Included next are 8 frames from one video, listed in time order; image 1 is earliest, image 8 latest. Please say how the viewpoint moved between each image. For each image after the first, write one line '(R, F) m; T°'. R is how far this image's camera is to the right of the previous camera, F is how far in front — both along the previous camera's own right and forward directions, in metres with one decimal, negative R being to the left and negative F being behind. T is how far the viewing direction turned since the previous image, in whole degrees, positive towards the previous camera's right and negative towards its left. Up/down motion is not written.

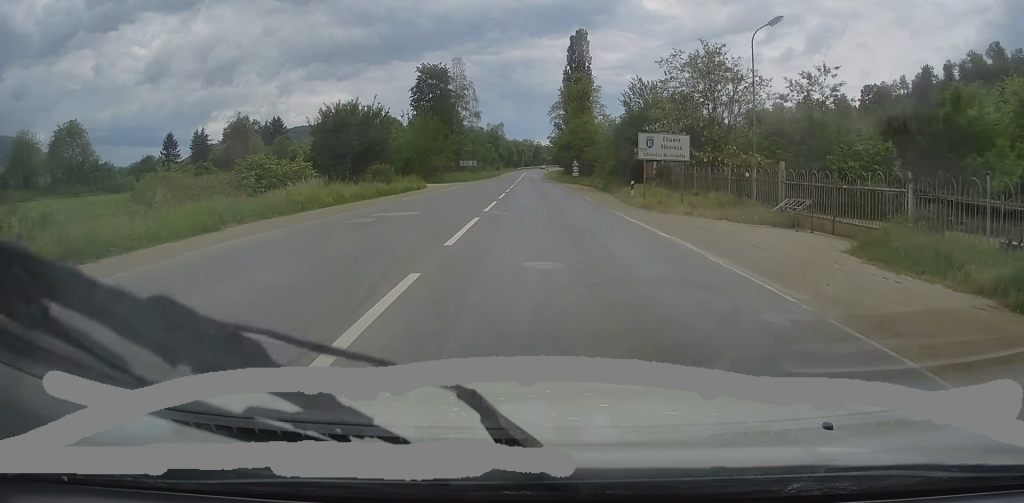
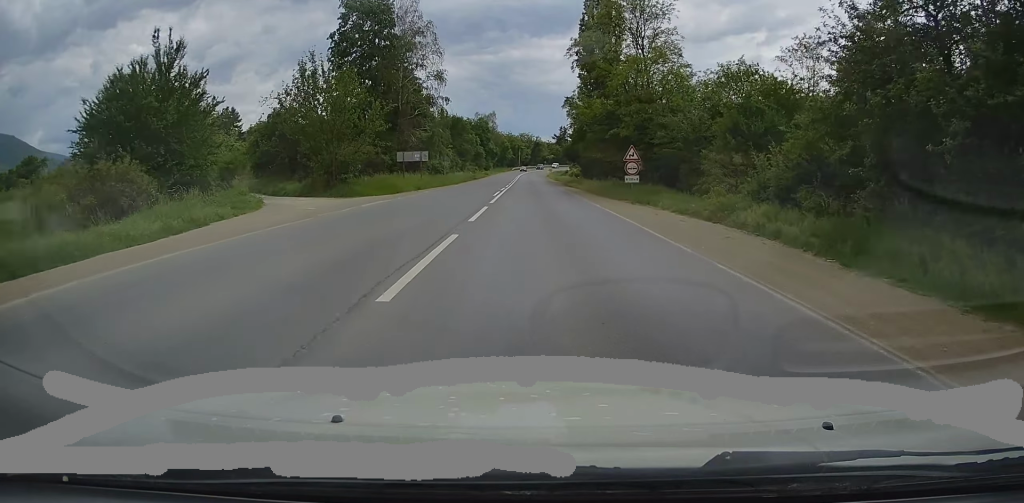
(-0.5, +39.7) m; 0°
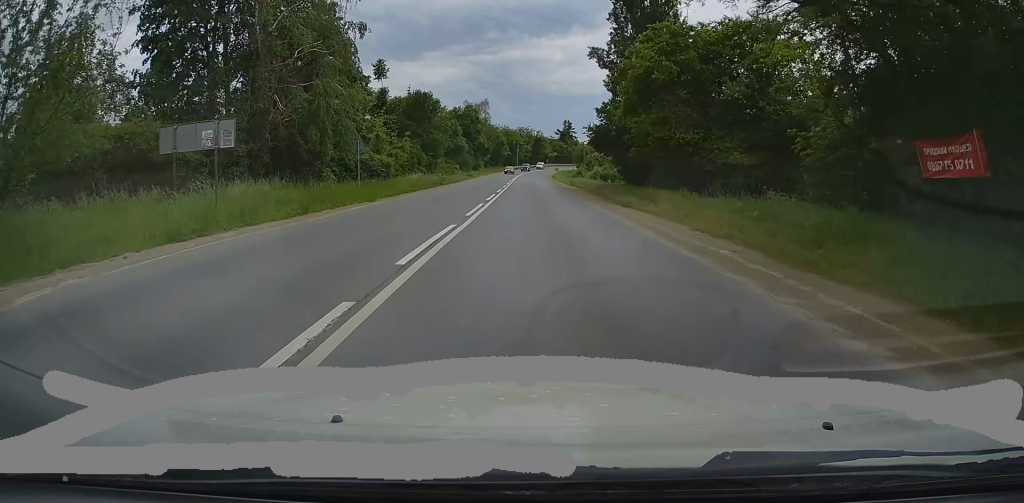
(+0.4, +30.5) m; 0°
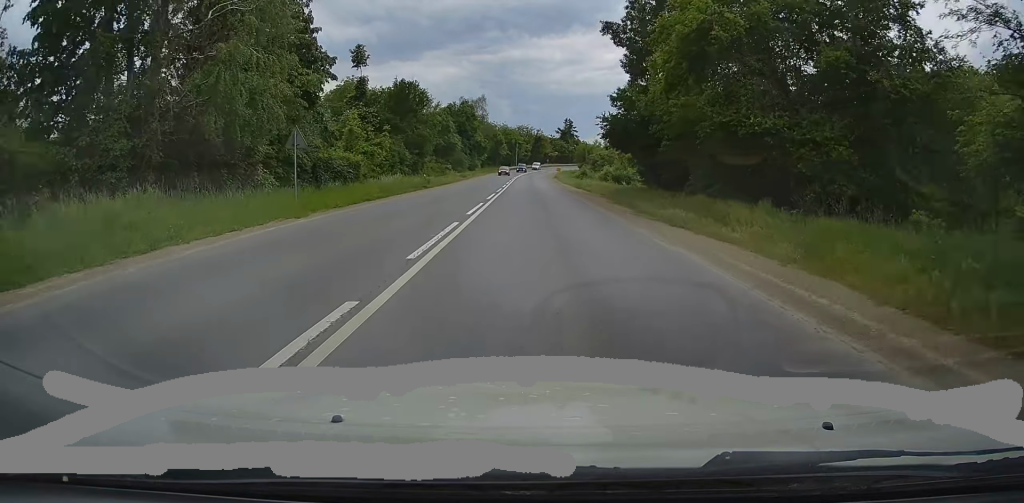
(-0.2, +8.1) m; 0°
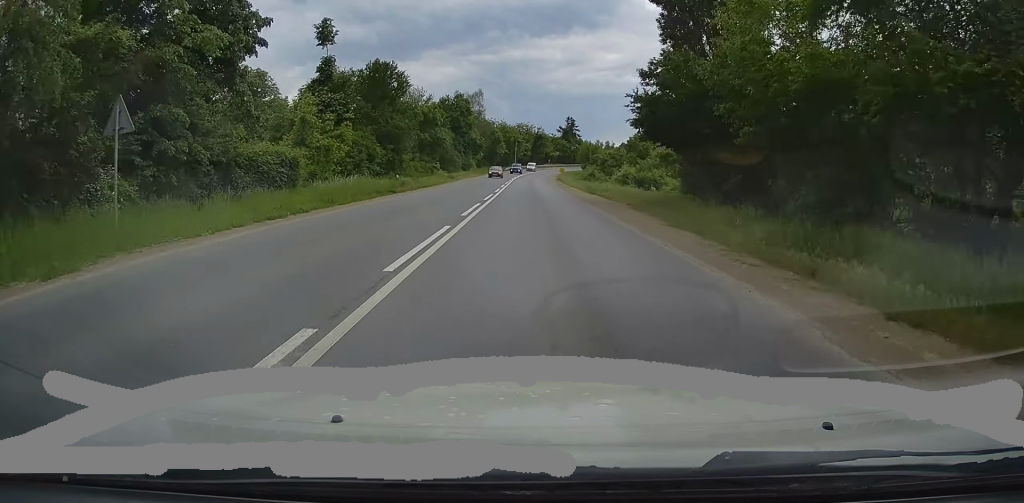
(-0.2, +10.0) m; 0°
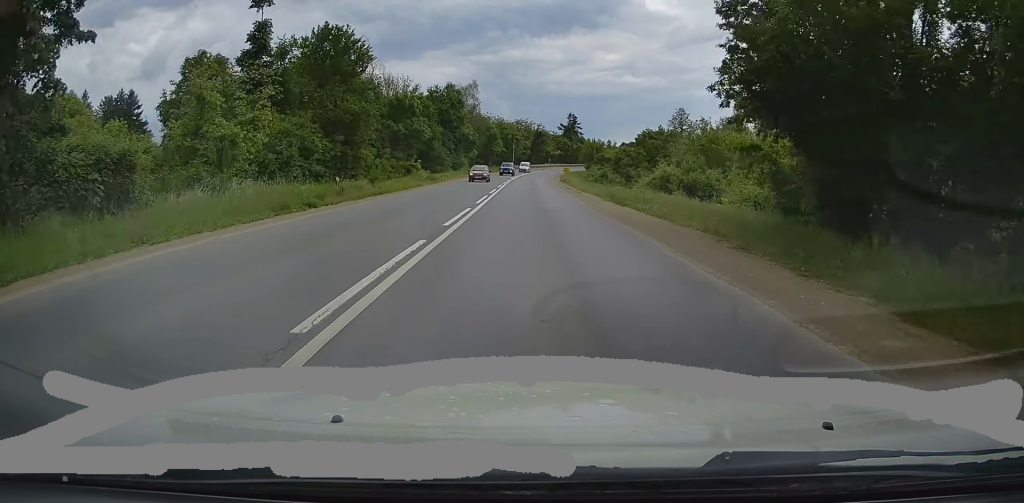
(+0.2, +12.0) m; 0°
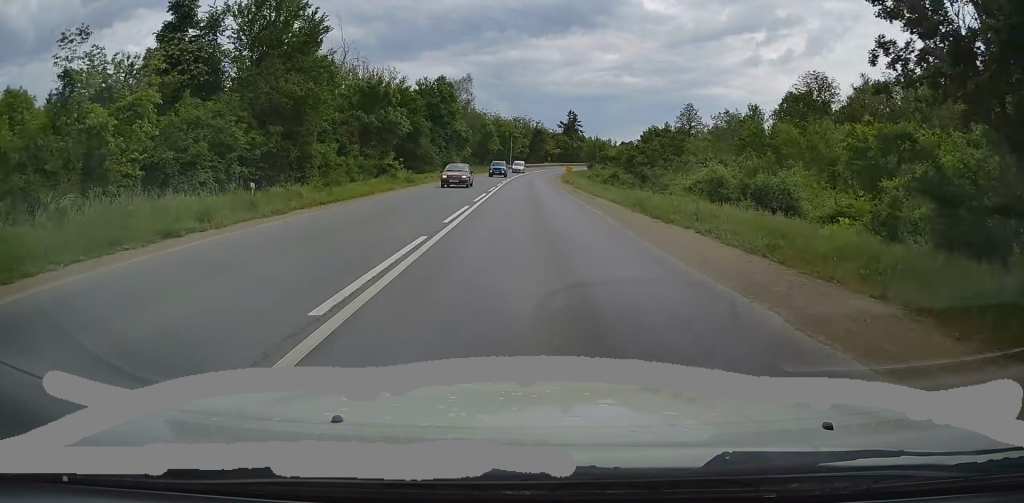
(+0.1, +8.3) m; 0°
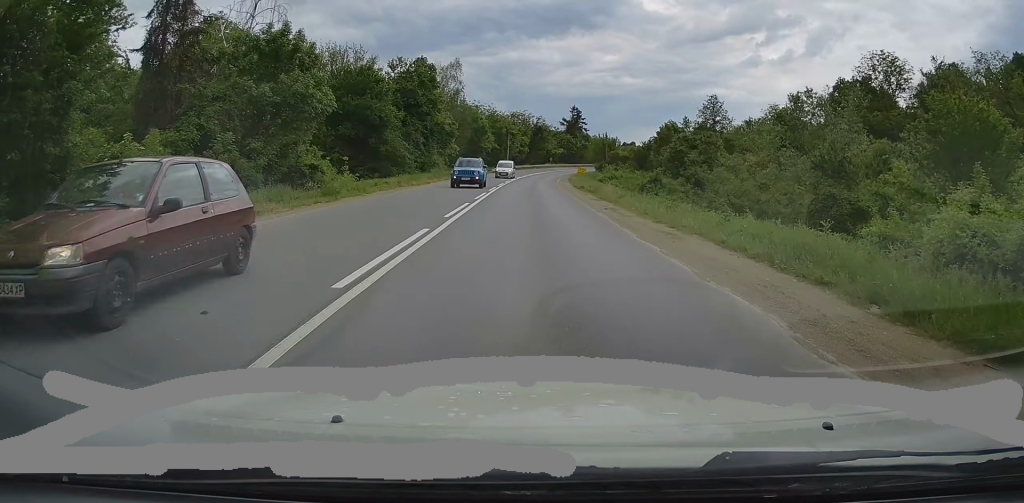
(-0.3, +16.7) m; 0°
